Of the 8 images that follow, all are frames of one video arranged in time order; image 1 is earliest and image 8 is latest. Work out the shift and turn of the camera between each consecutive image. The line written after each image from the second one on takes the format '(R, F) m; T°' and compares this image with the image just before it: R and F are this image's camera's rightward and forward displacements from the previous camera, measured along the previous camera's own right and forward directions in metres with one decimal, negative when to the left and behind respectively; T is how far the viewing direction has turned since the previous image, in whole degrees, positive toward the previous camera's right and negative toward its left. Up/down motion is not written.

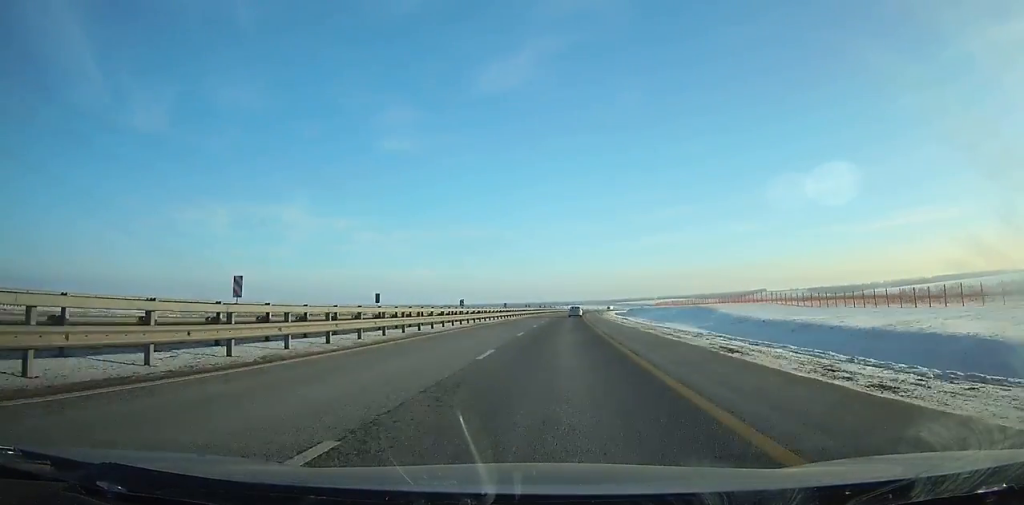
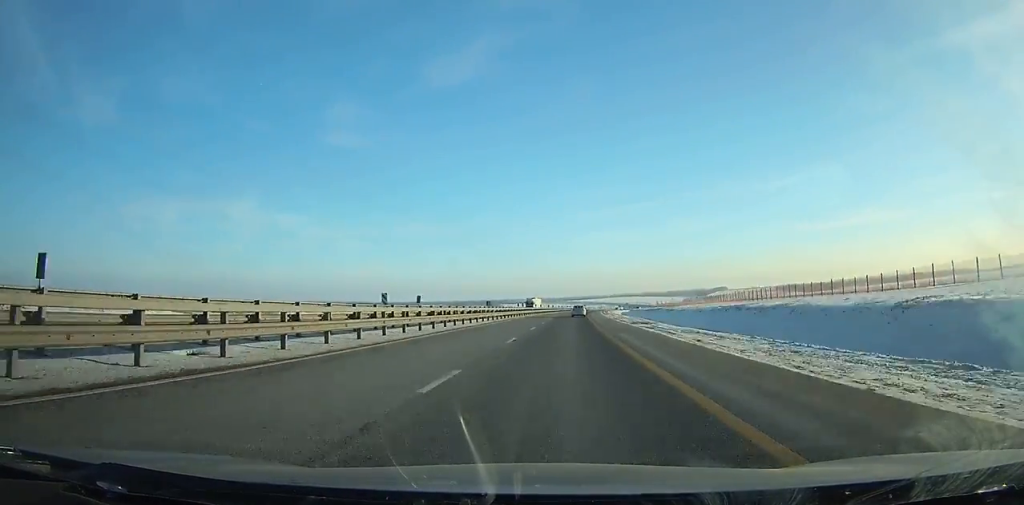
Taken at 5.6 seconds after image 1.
(+7.8, +195.0) m; +5°
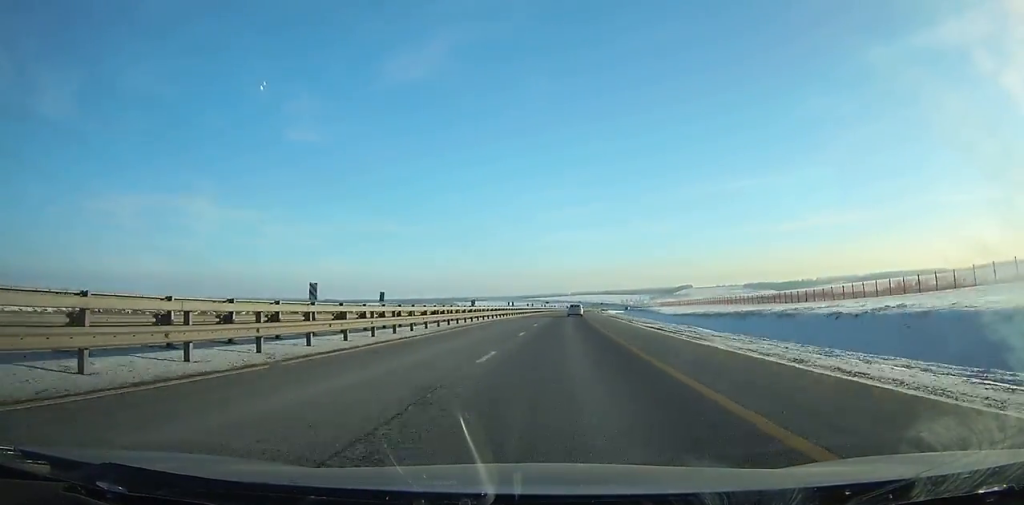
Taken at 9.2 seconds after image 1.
(+3.8, +125.0) m; +3°
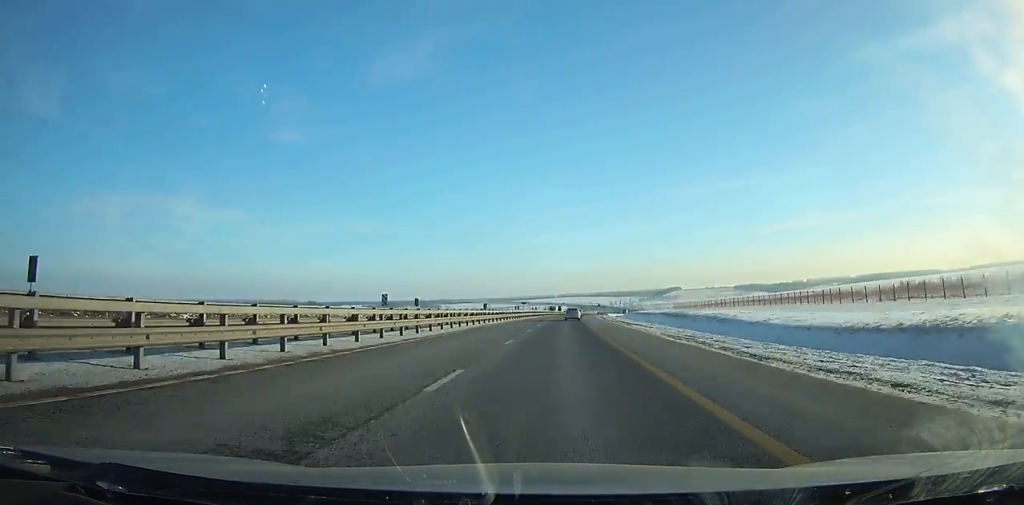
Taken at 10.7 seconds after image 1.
(+0.1, +52.0) m; +1°
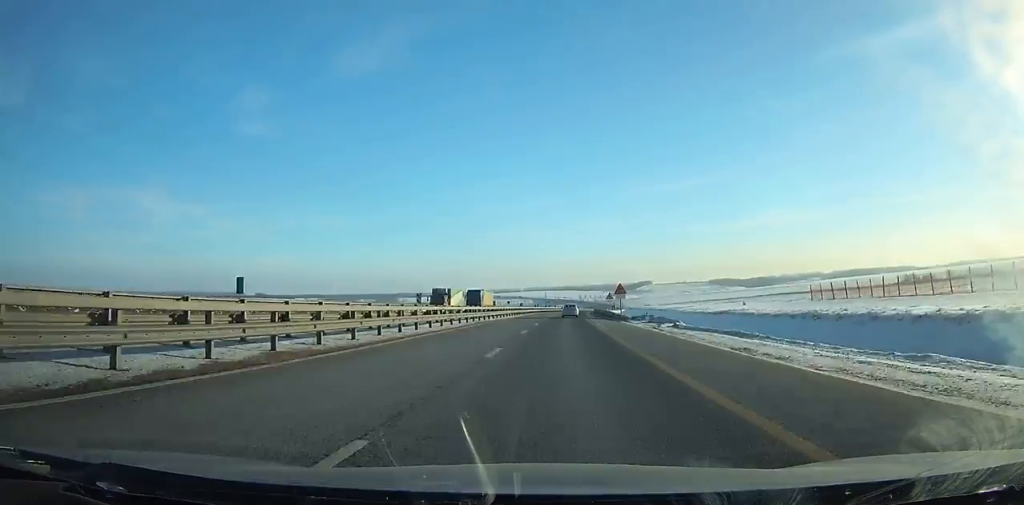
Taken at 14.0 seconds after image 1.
(+3.2, +112.9) m; +3°
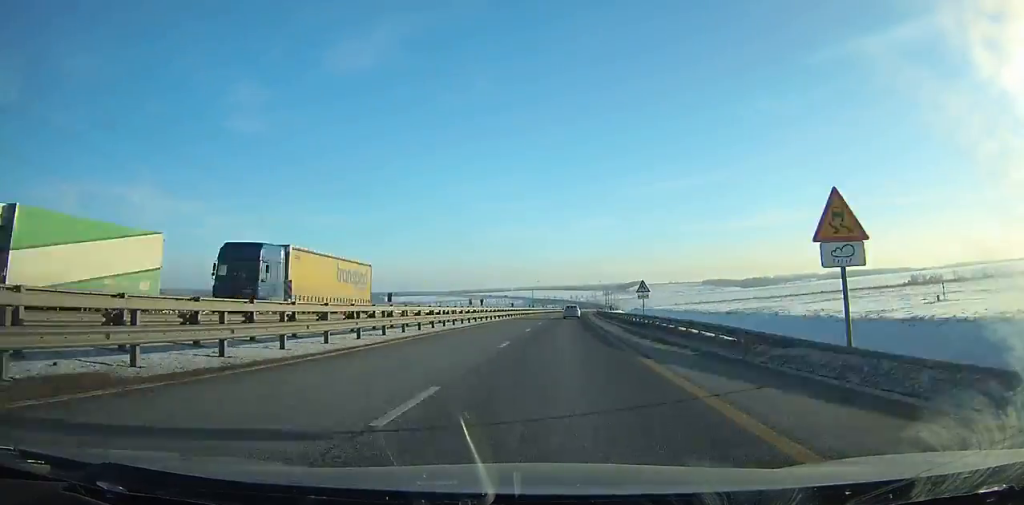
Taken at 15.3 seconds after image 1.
(+1.0, +44.1) m; +1°
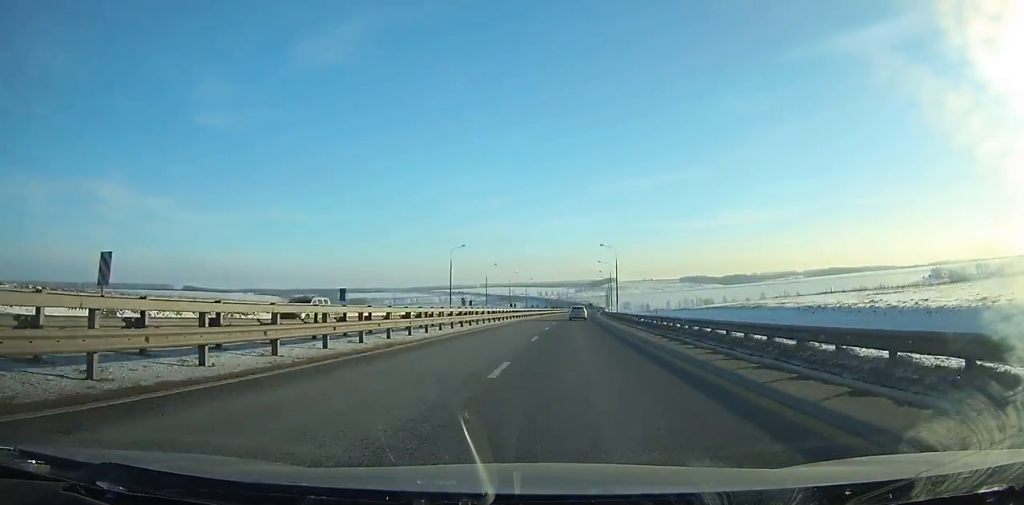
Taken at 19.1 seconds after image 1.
(+3.4, +128.0) m; +3°
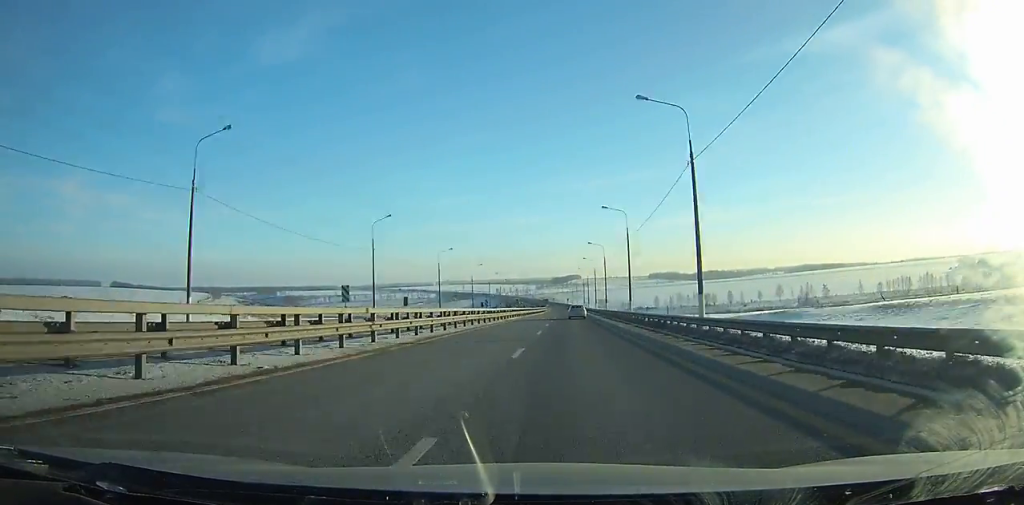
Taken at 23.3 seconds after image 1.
(+4.0, +141.0) m; +2°
